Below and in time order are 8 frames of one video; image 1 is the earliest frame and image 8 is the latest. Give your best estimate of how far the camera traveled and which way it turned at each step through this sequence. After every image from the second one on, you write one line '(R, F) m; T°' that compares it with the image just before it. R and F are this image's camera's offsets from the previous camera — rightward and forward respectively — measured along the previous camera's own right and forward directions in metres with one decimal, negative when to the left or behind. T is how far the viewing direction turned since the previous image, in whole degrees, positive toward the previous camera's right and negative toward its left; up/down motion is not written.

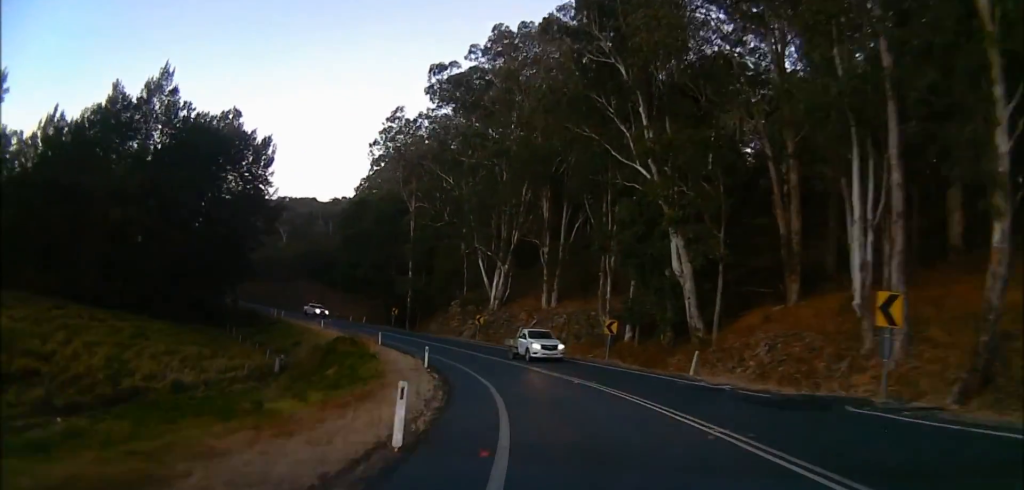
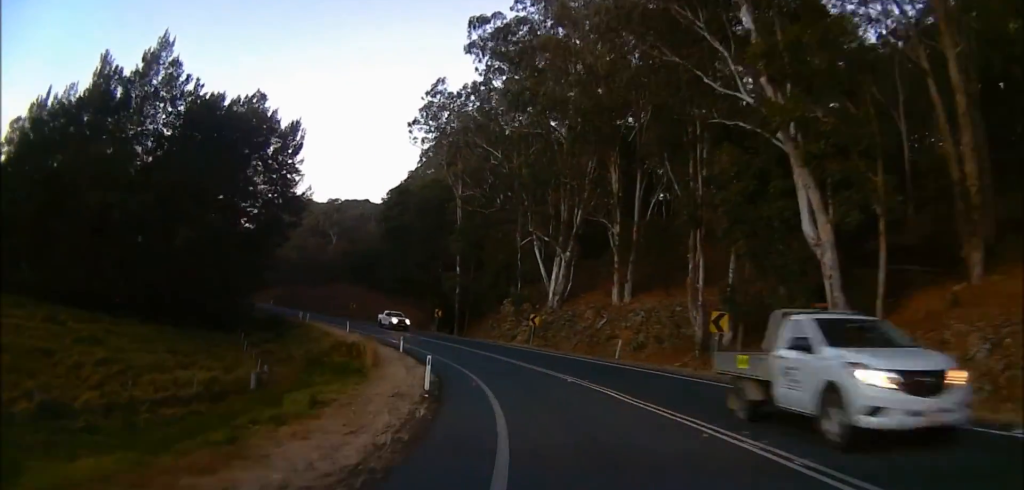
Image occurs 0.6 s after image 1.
(-0.2, +11.8) m; -6°
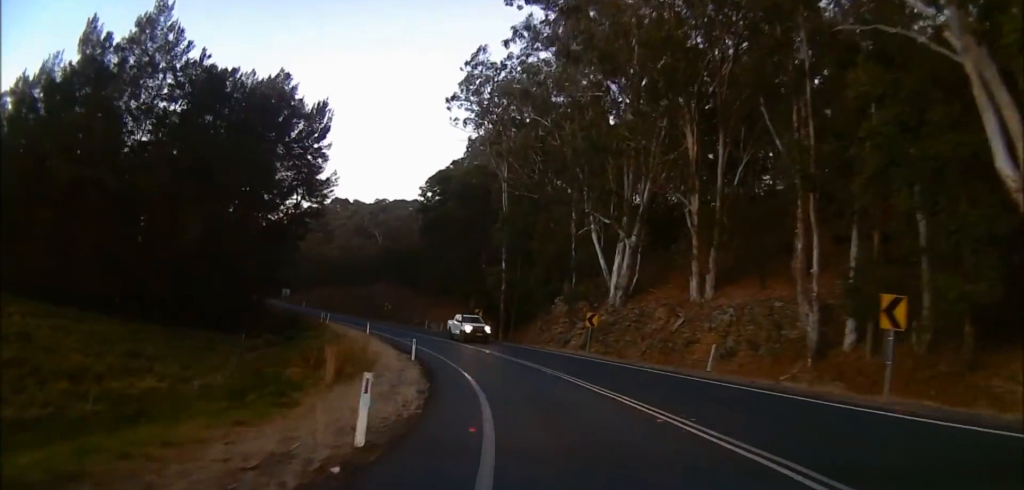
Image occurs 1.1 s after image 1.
(+0.8, +9.8) m; -5°
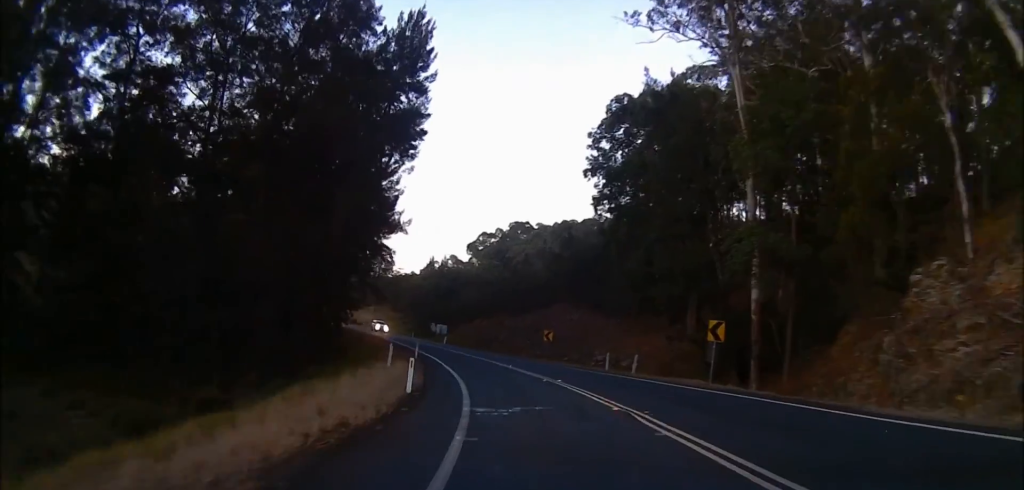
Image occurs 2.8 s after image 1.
(-6.4, +32.0) m; -18°
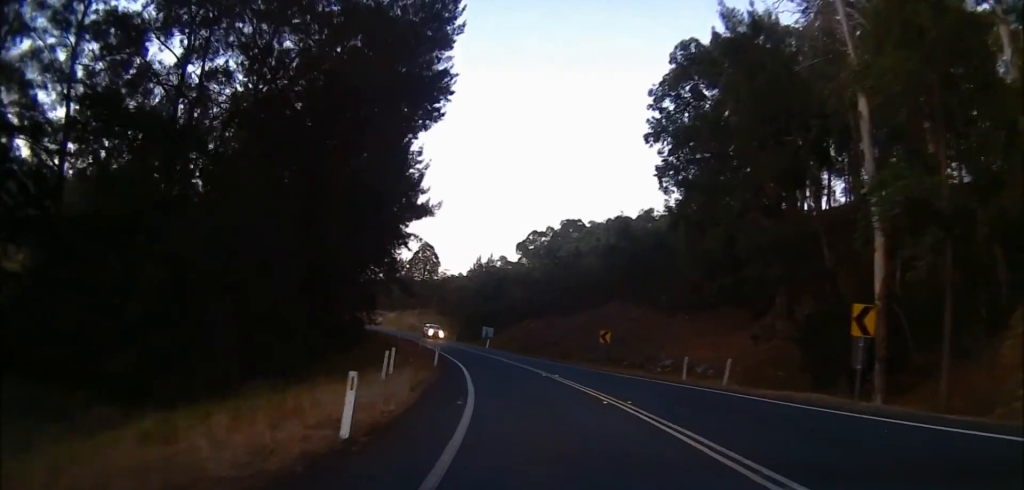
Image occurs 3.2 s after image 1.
(+0.1, +8.6) m; -4°
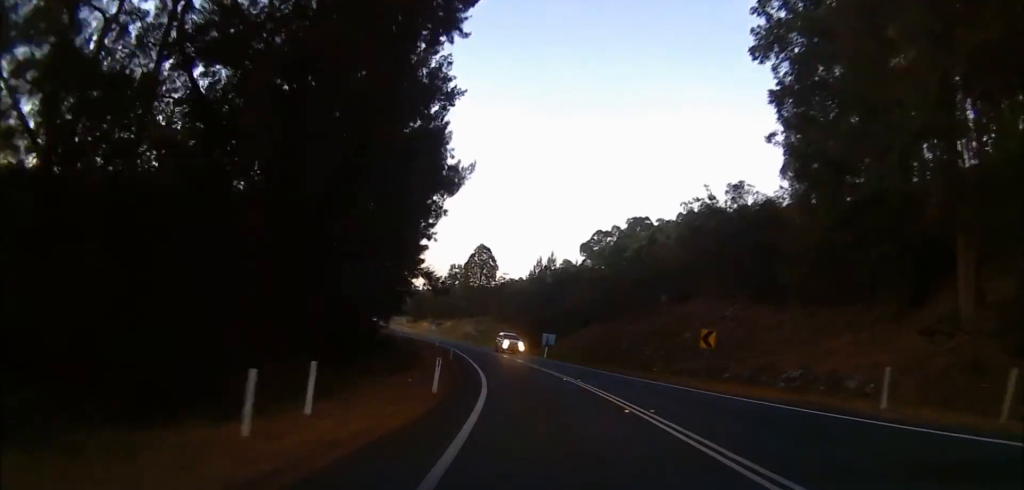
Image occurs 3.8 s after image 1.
(-1.3, +12.9) m; -4°
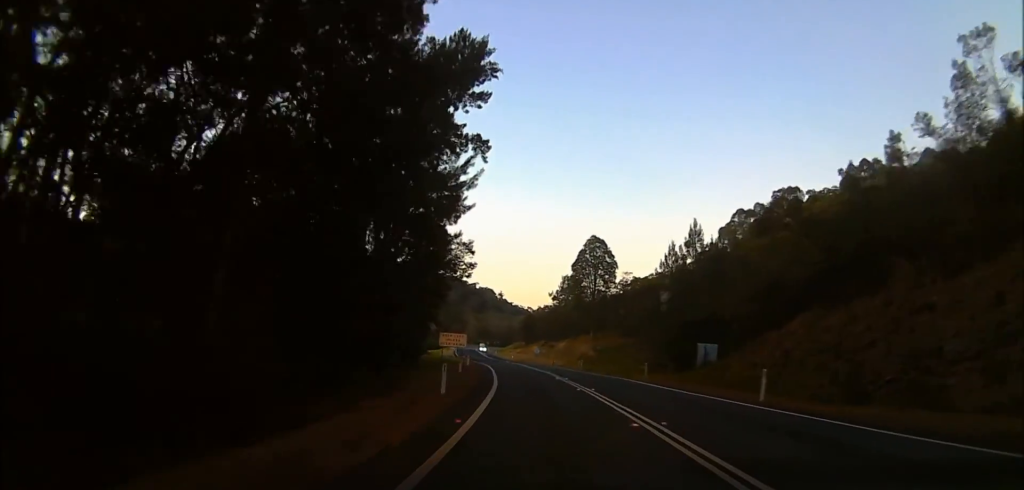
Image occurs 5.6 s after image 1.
(-3.2, +38.2) m; -11°
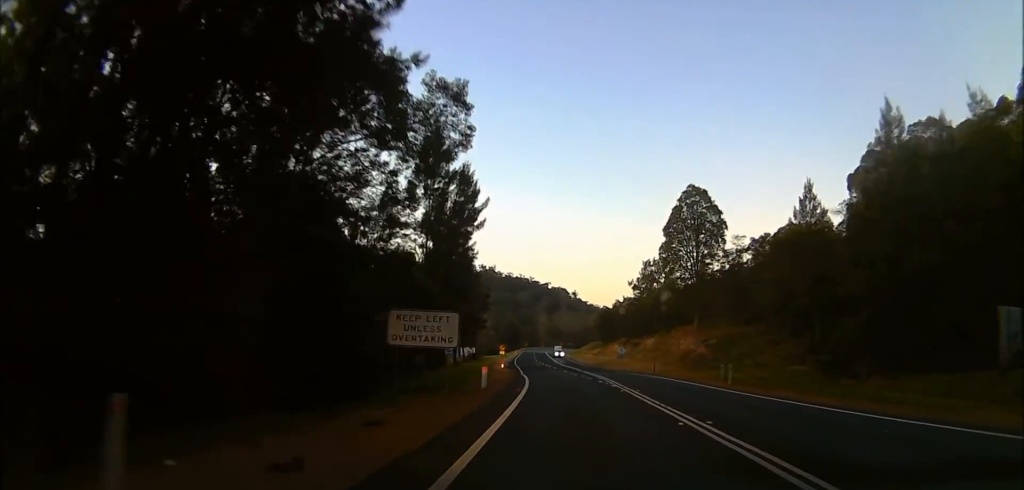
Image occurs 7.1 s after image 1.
(-2.7, +34.0) m; -6°
